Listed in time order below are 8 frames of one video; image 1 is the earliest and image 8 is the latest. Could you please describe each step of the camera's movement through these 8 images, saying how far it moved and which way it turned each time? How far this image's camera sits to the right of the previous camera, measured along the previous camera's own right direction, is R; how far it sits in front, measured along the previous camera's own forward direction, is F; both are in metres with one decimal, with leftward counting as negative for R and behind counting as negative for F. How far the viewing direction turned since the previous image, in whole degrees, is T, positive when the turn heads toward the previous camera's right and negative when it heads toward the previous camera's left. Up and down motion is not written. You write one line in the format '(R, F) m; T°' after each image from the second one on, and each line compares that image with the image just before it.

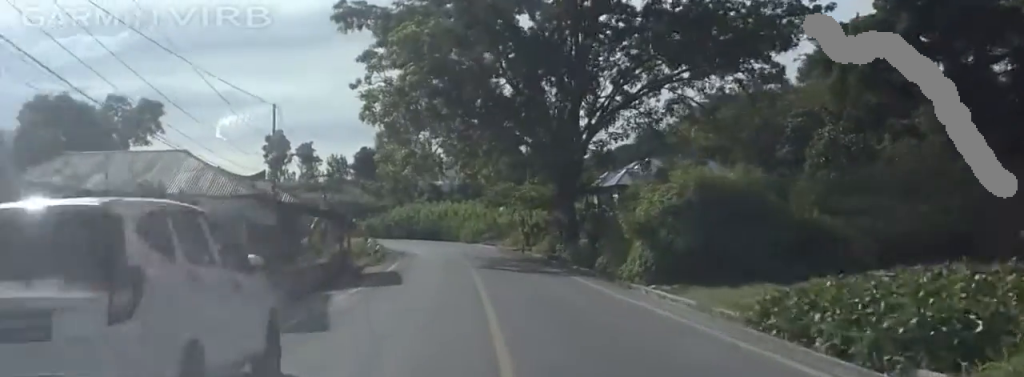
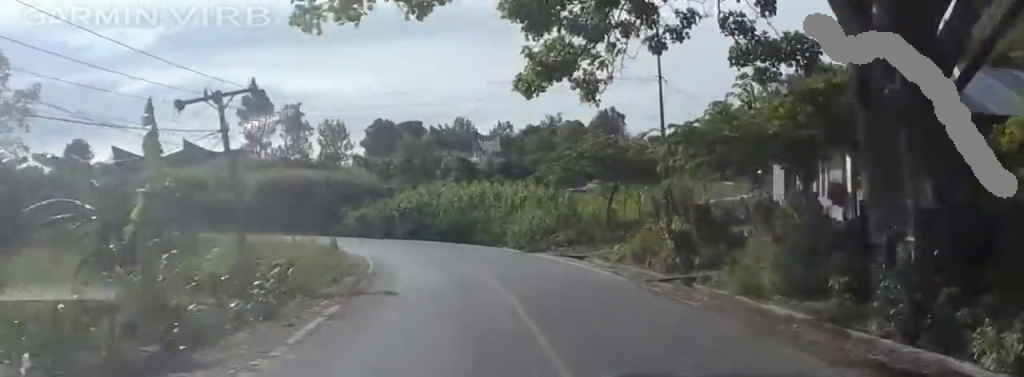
(0.0, +34.5) m; -2°
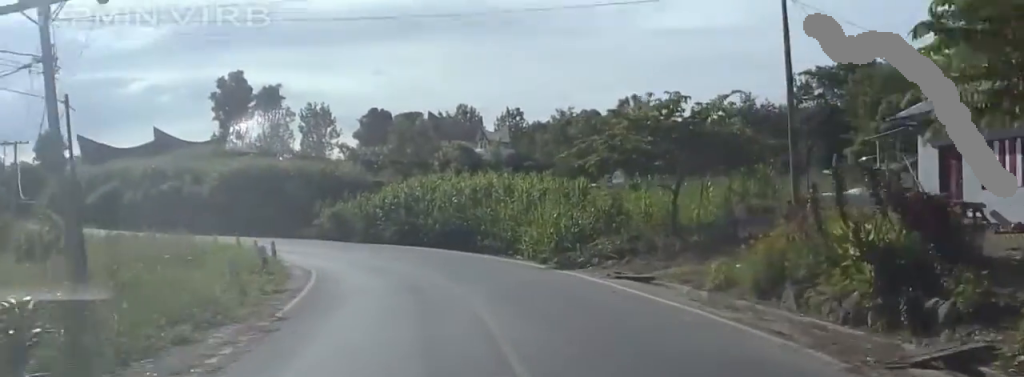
(+0.1, +12.1) m; -3°
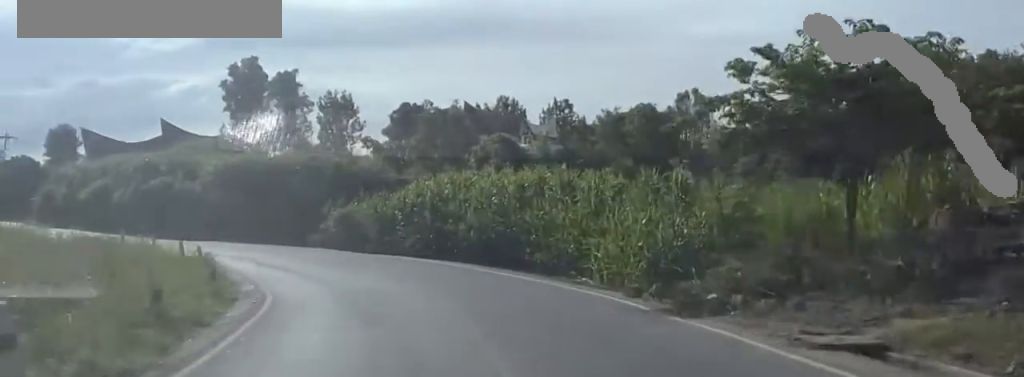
(-0.7, +10.2) m; -4°
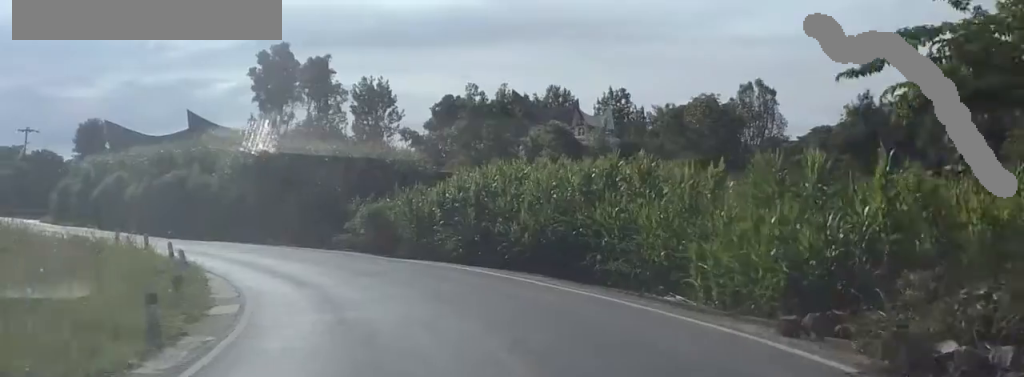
(-0.1, +6.2) m; -3°
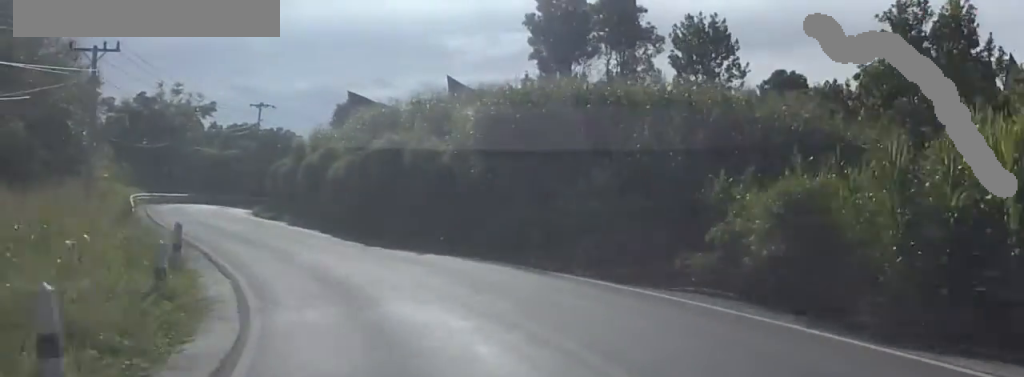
(-2.8, +21.0) m; -19°
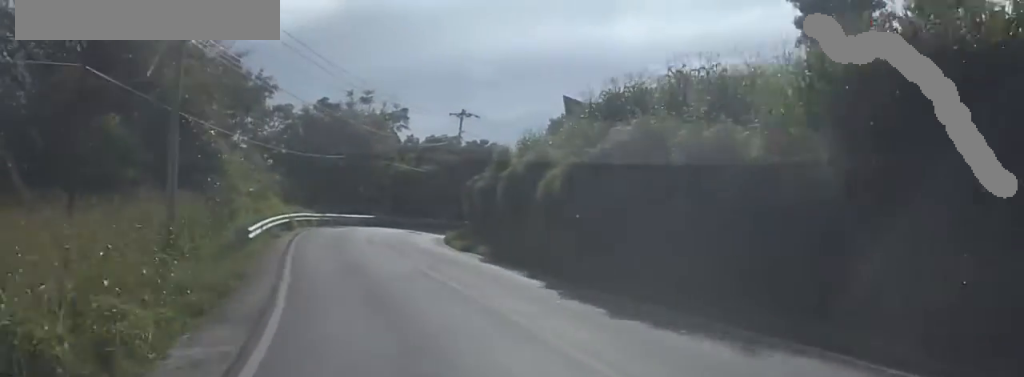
(-1.3, +11.8) m; -8°
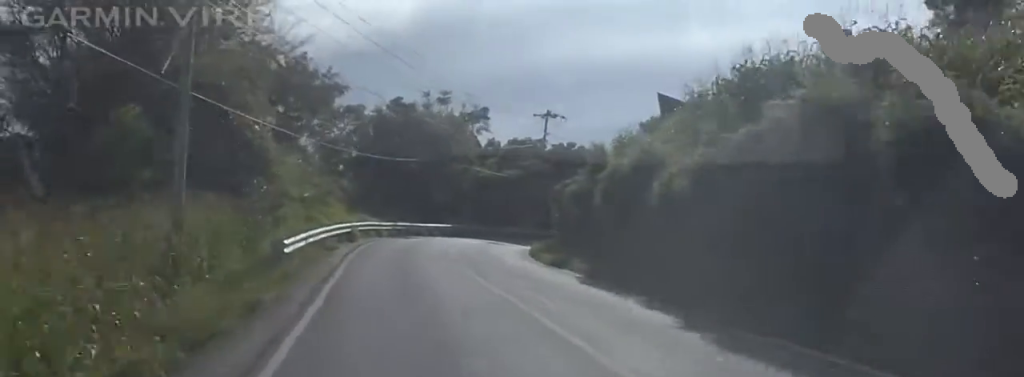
(-0.1, +5.0) m; -3°
